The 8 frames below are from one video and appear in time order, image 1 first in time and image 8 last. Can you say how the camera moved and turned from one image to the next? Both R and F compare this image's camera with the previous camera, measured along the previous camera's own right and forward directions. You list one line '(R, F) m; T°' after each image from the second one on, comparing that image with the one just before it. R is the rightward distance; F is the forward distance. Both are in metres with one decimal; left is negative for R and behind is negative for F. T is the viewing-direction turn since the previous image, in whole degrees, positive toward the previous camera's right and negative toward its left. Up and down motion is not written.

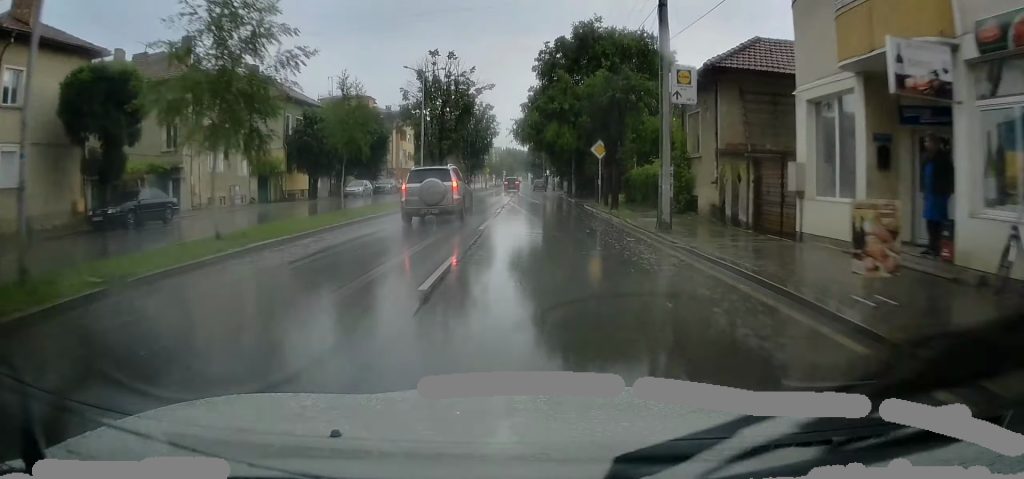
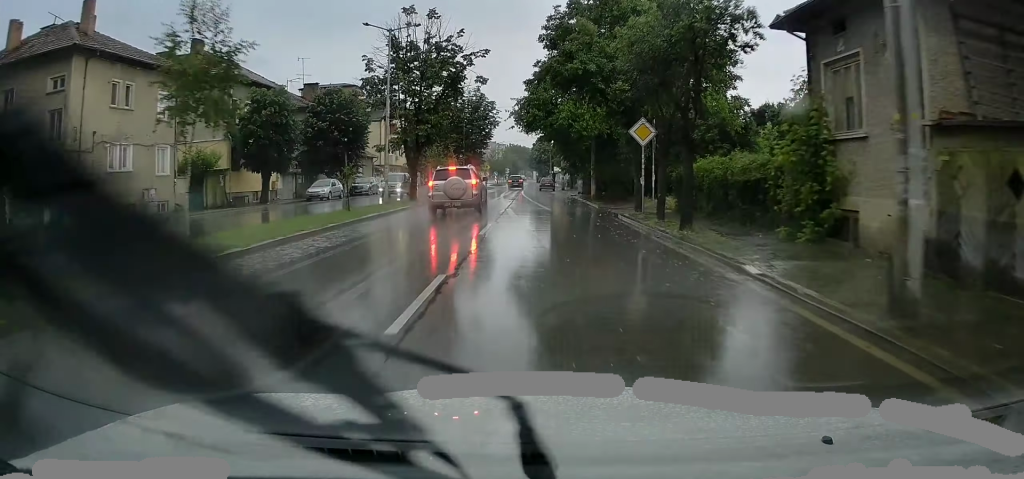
(0.0, +11.0) m; -1°
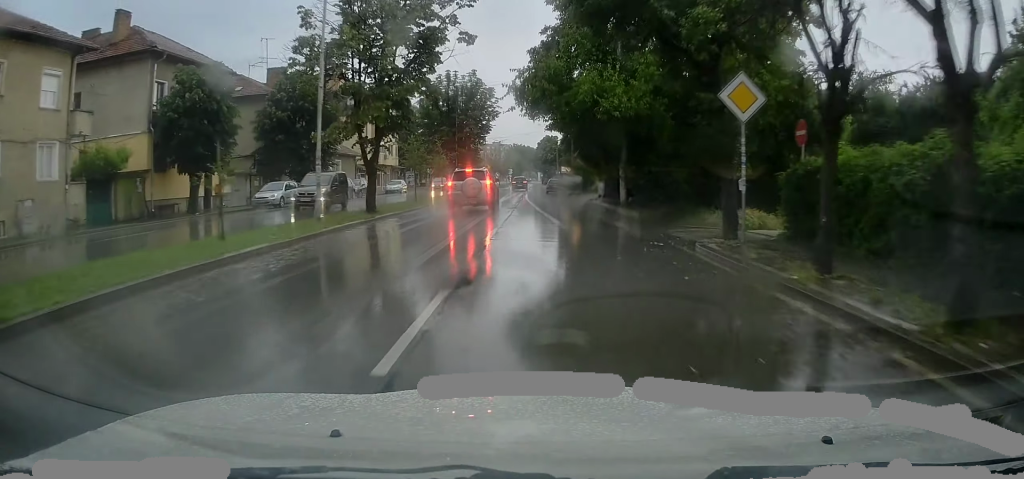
(-0.2, +9.8) m; -1°
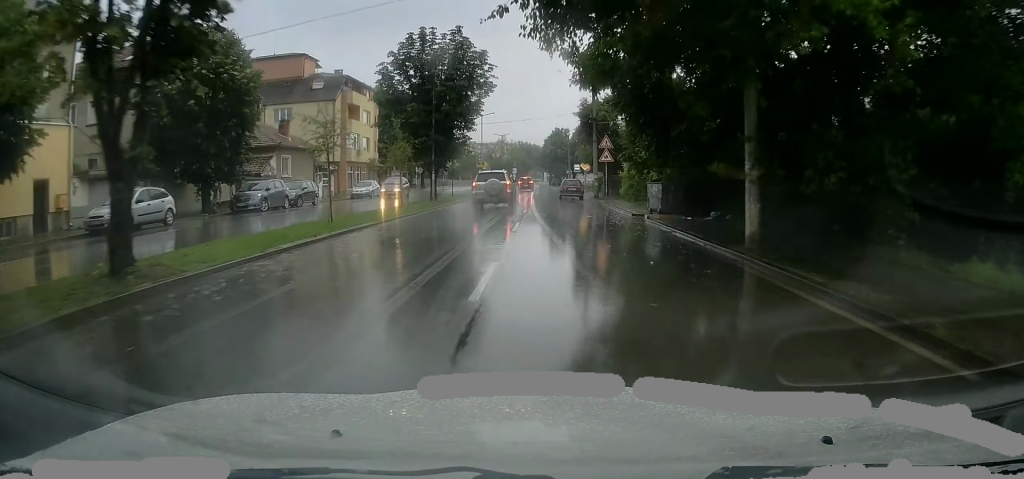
(0.0, +15.1) m; -1°
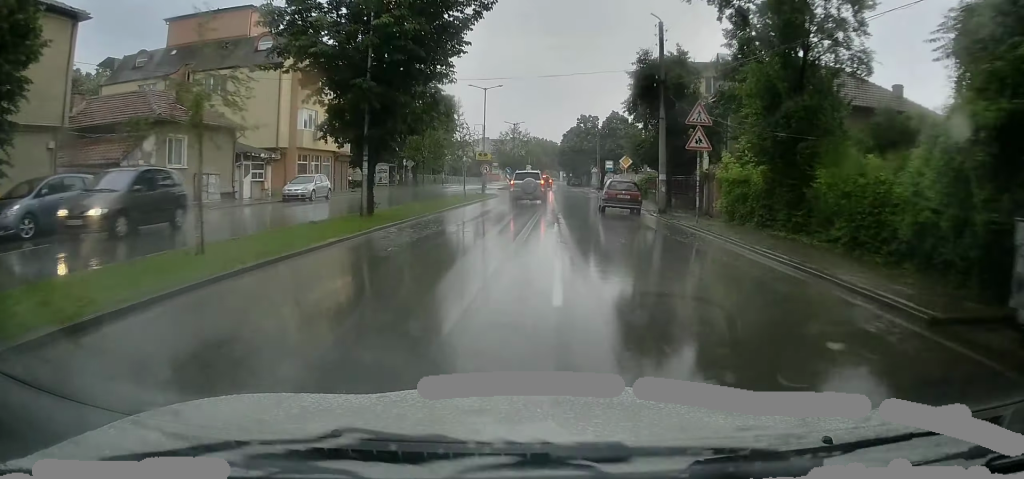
(-0.3, +17.6) m; -1°
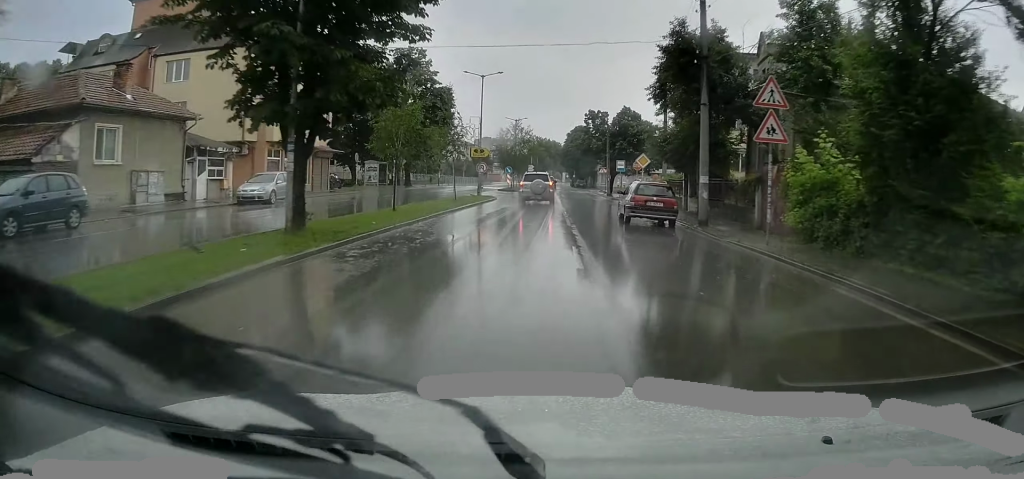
(0.0, +6.0) m; 0°
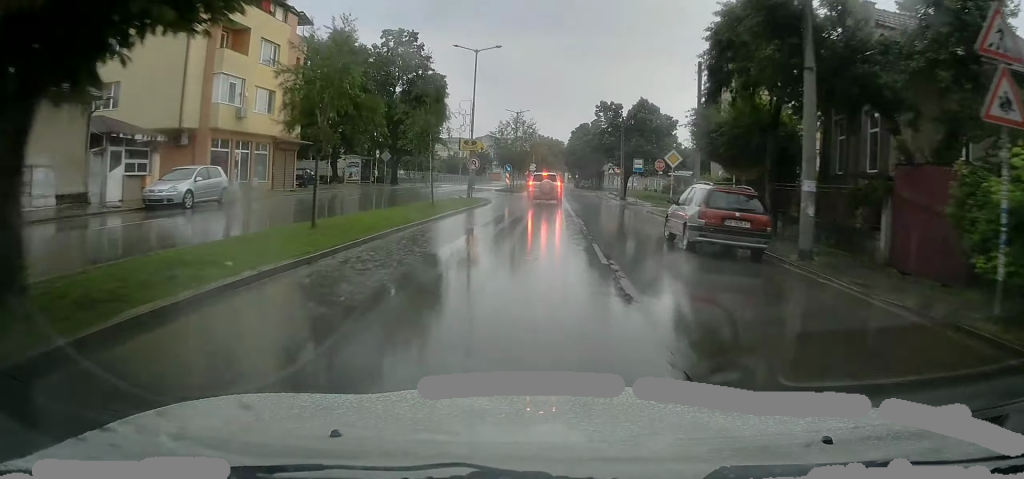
(0.0, +8.0) m; 0°
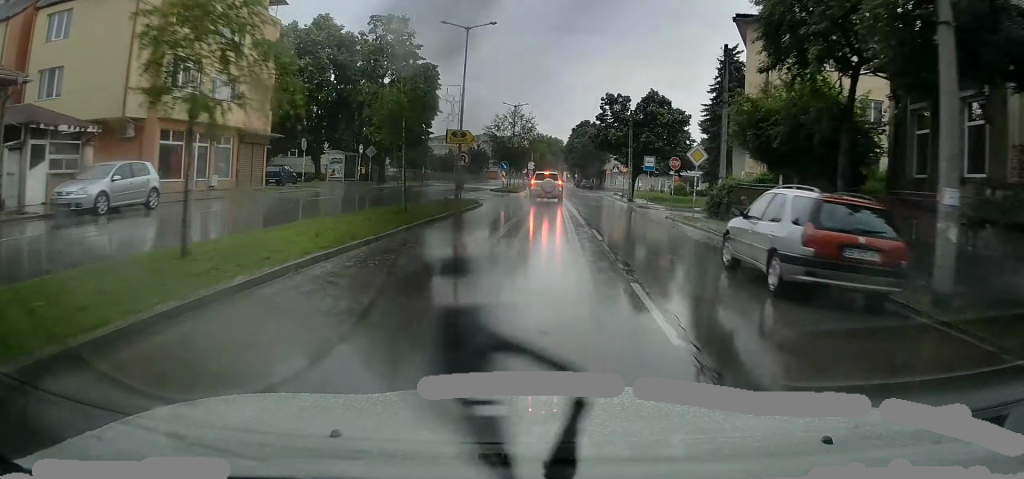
(0.0, +5.0) m; 0°
